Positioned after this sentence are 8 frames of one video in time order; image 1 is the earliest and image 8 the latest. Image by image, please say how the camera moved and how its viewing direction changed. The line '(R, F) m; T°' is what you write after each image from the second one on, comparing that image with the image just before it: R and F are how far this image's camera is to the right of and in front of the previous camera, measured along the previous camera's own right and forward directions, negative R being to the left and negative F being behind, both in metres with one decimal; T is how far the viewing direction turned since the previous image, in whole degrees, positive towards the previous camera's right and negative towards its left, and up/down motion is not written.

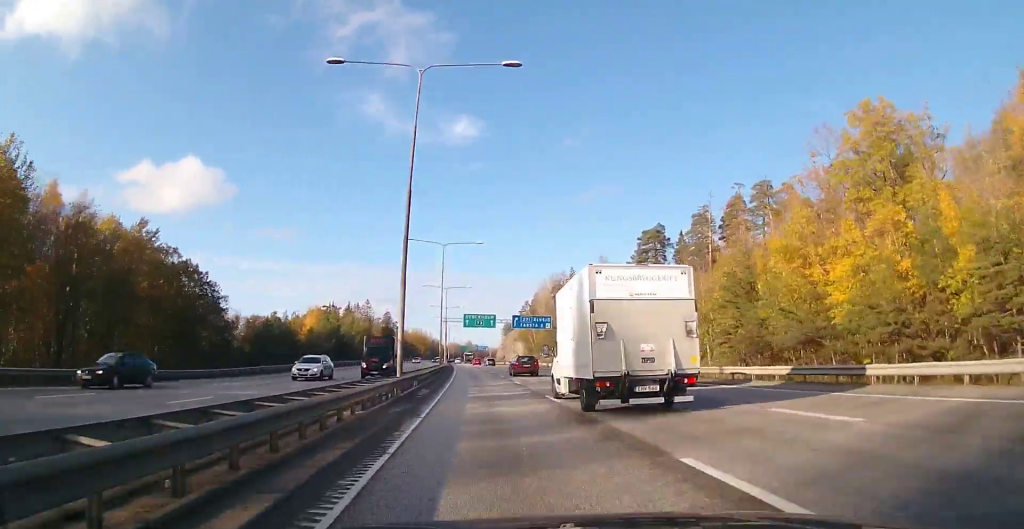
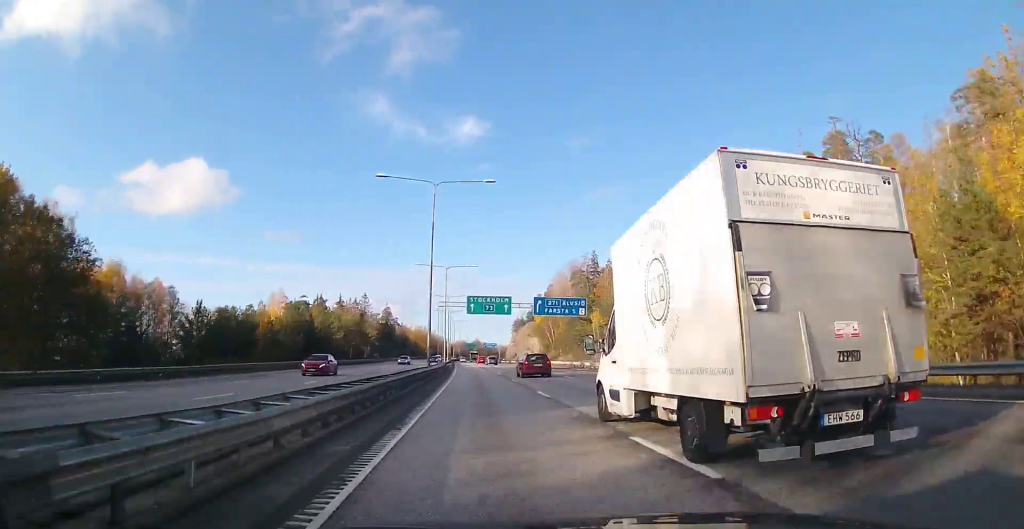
(-0.4, +22.2) m; -1°
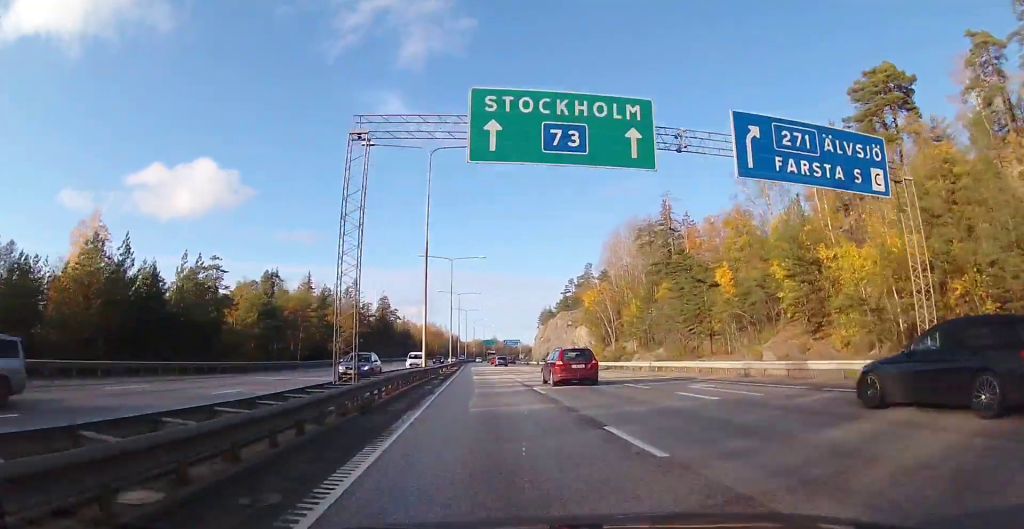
(-0.5, +46.7) m; -1°
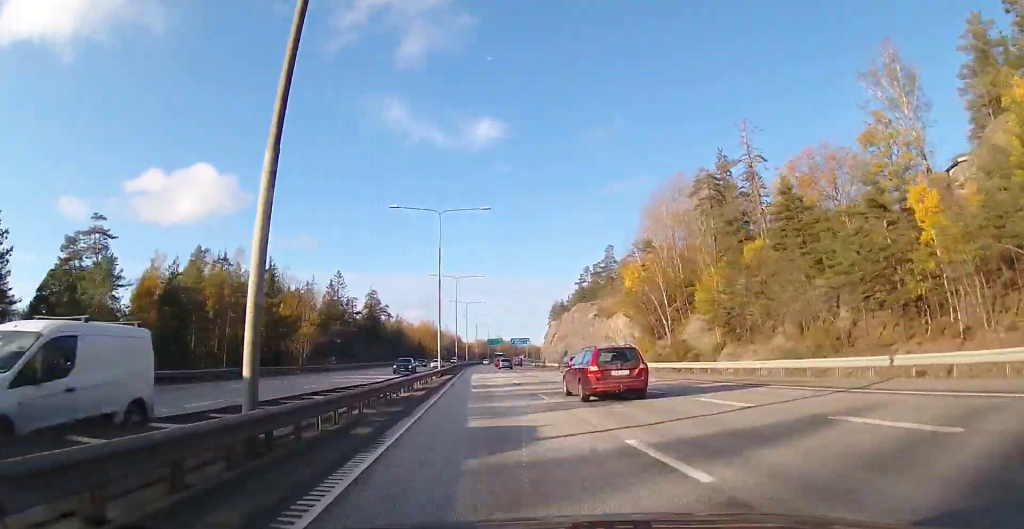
(-0.3, +25.7) m; 0°
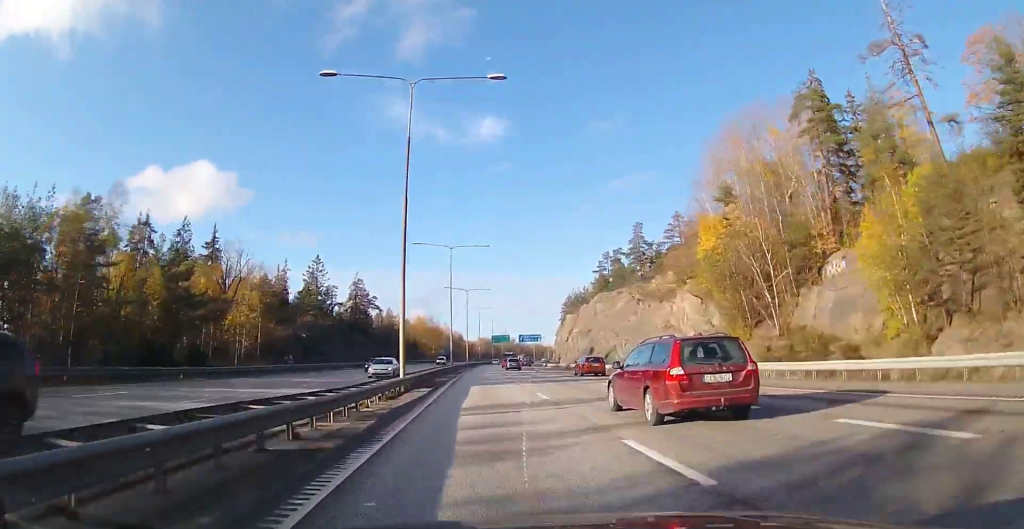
(+0.1, +24.5) m; 0°
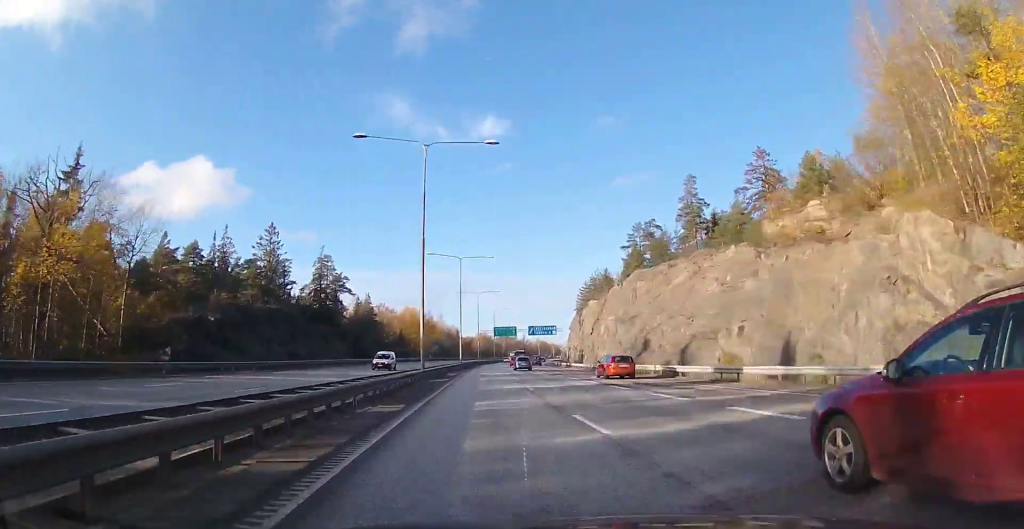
(-0.1, +31.9) m; 0°
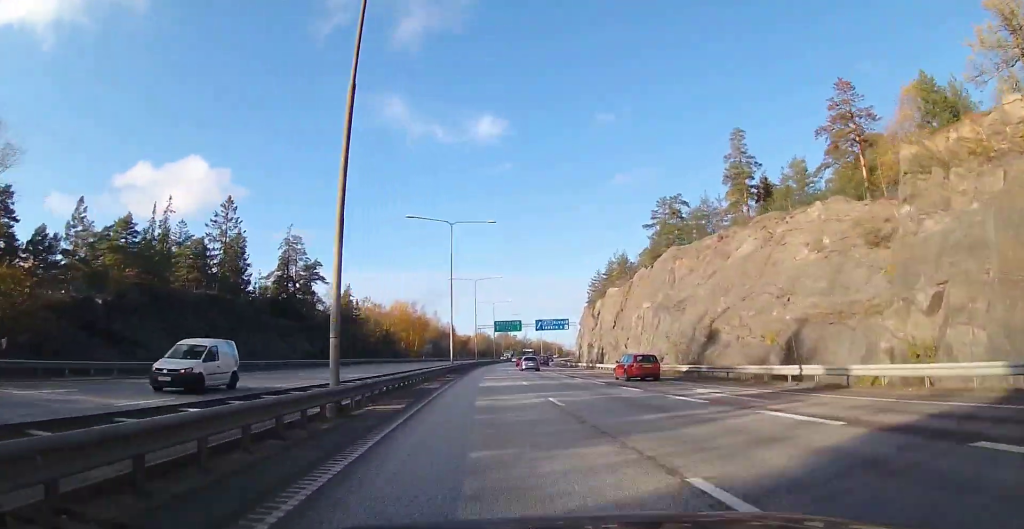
(0.0, +19.0) m; 0°
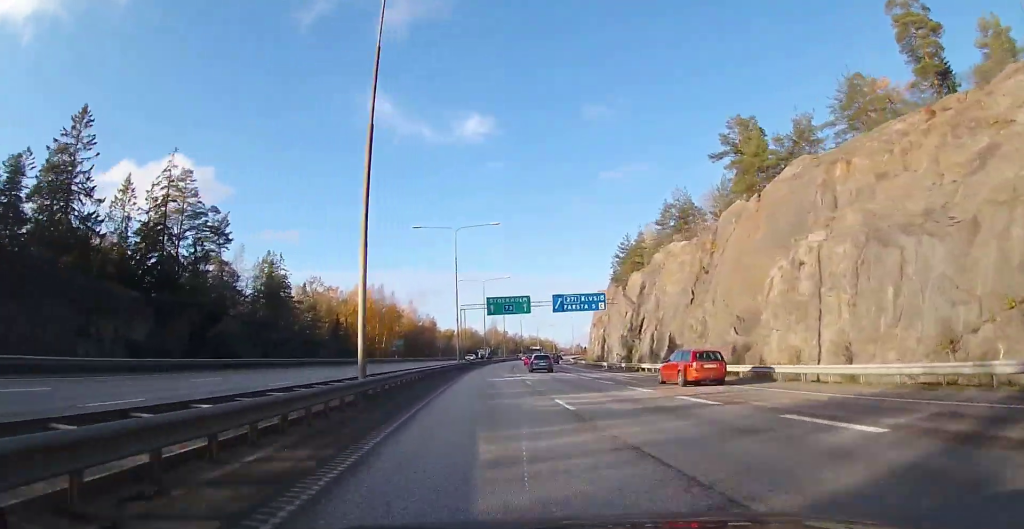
(+0.3, +36.9) m; +1°
